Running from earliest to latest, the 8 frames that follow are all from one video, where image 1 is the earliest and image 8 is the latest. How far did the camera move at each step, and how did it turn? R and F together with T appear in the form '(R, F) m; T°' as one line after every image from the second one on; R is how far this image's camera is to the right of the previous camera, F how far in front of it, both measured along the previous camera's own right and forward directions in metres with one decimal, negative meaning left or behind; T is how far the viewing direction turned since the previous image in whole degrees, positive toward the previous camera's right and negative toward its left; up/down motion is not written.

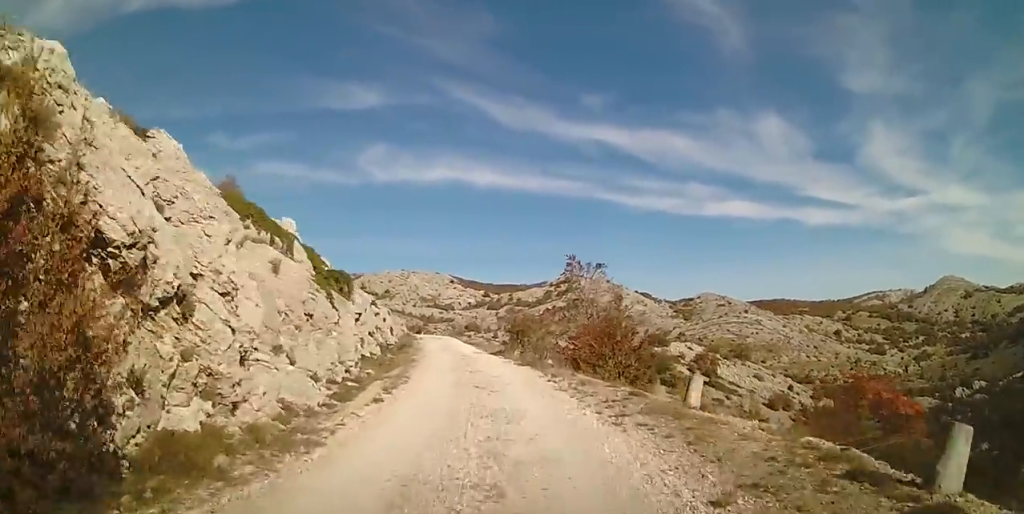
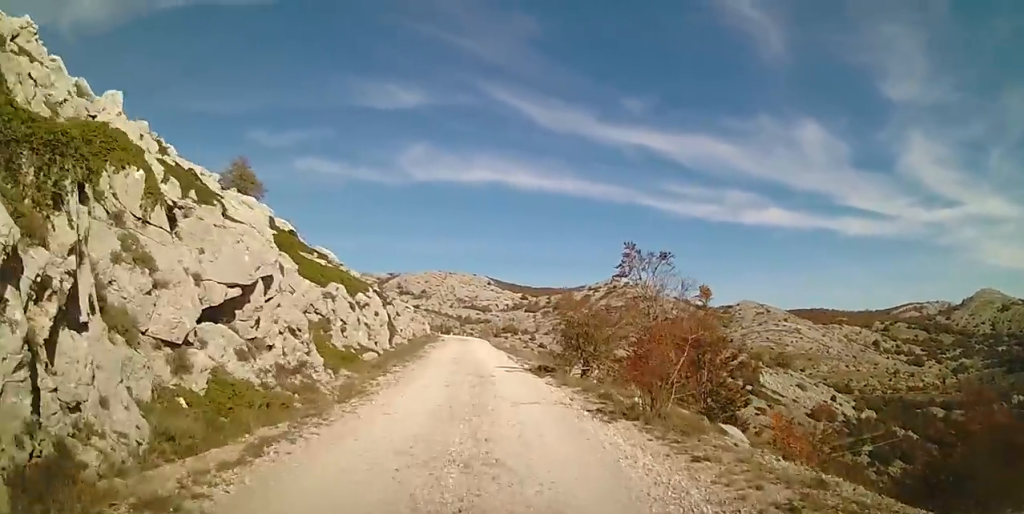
(-0.2, +11.9) m; -2°
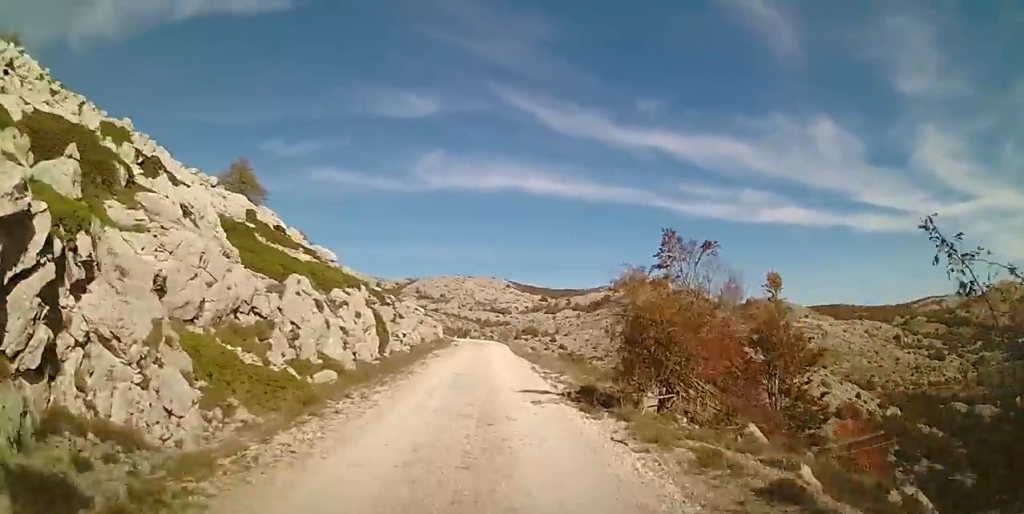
(+0.1, +6.5) m; -2°
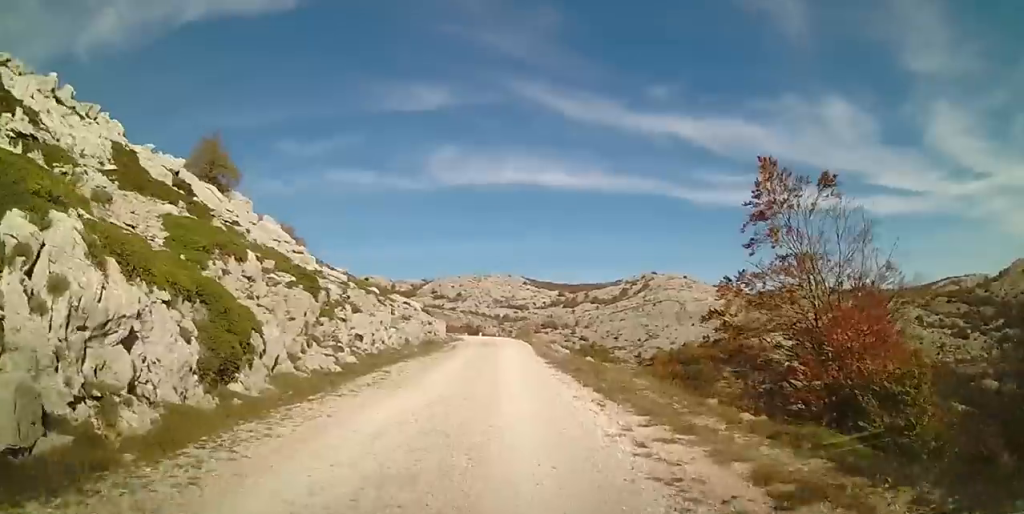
(-0.1, +15.1) m; -1°
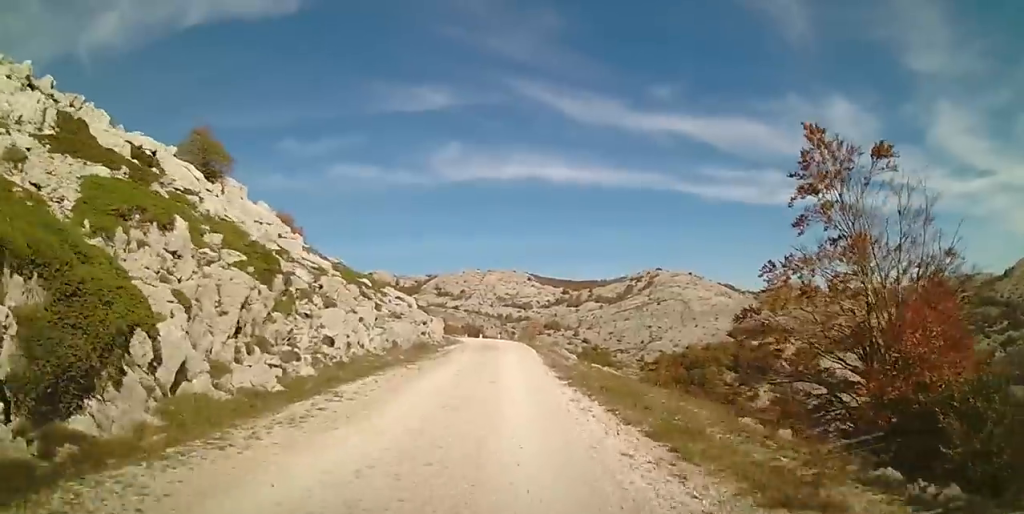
(+0.2, +4.1) m; -1°
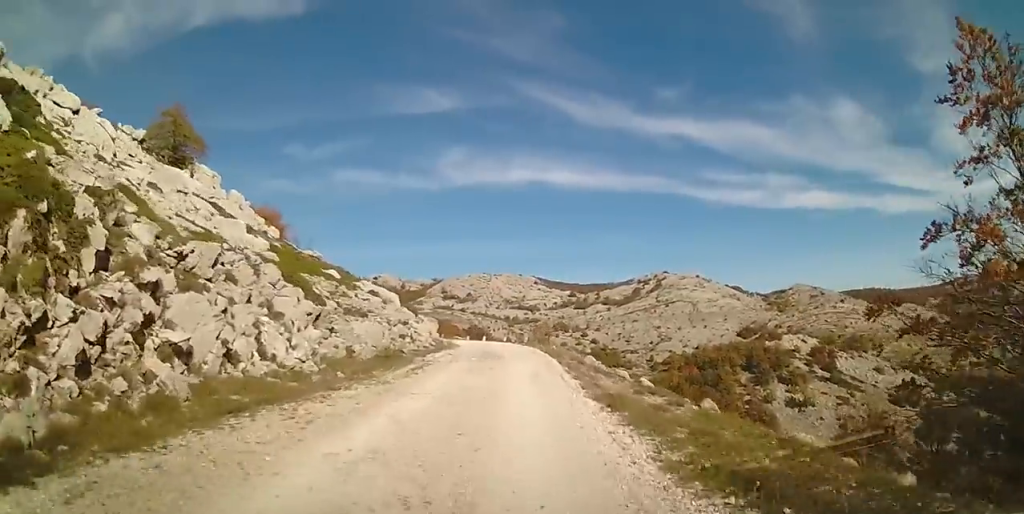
(-0.7, +9.5) m; -2°
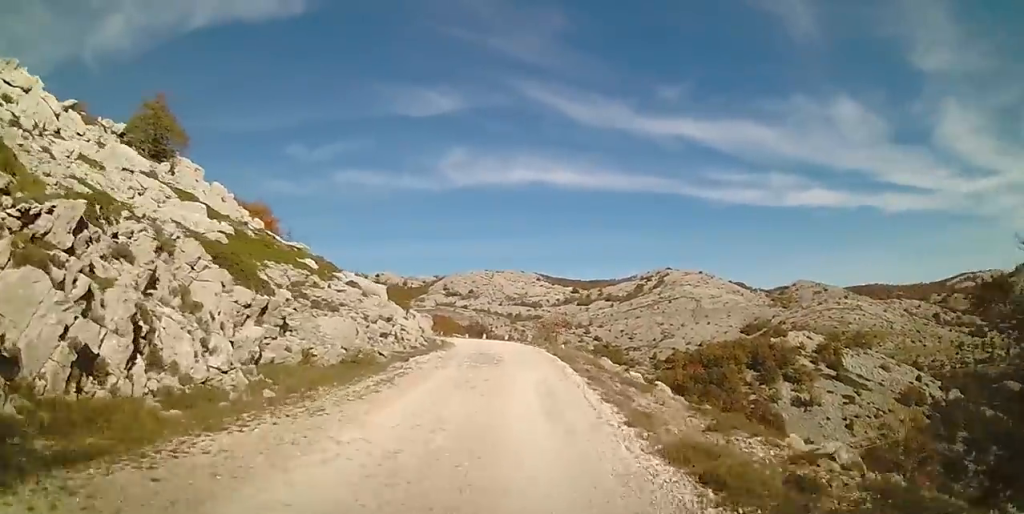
(+0.1, +4.5) m; +1°
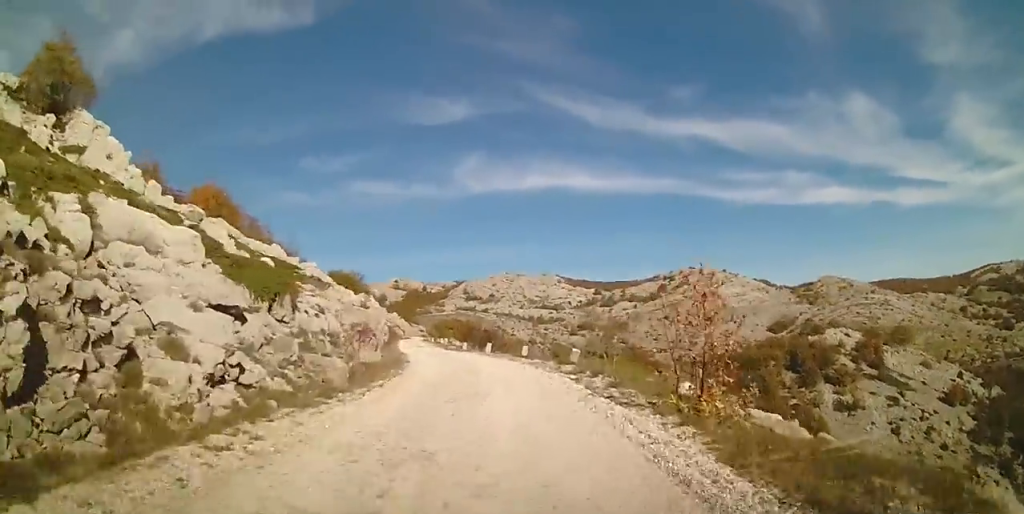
(+0.4, +21.9) m; -3°
